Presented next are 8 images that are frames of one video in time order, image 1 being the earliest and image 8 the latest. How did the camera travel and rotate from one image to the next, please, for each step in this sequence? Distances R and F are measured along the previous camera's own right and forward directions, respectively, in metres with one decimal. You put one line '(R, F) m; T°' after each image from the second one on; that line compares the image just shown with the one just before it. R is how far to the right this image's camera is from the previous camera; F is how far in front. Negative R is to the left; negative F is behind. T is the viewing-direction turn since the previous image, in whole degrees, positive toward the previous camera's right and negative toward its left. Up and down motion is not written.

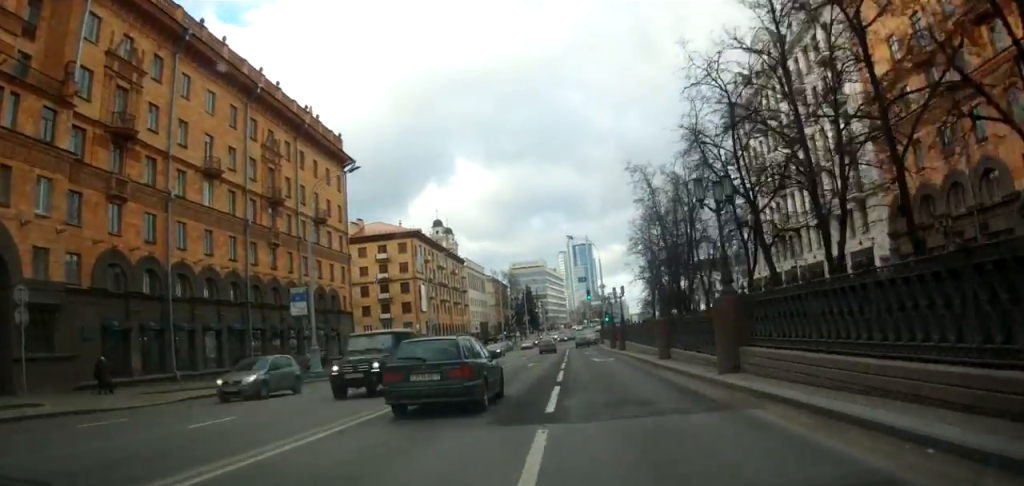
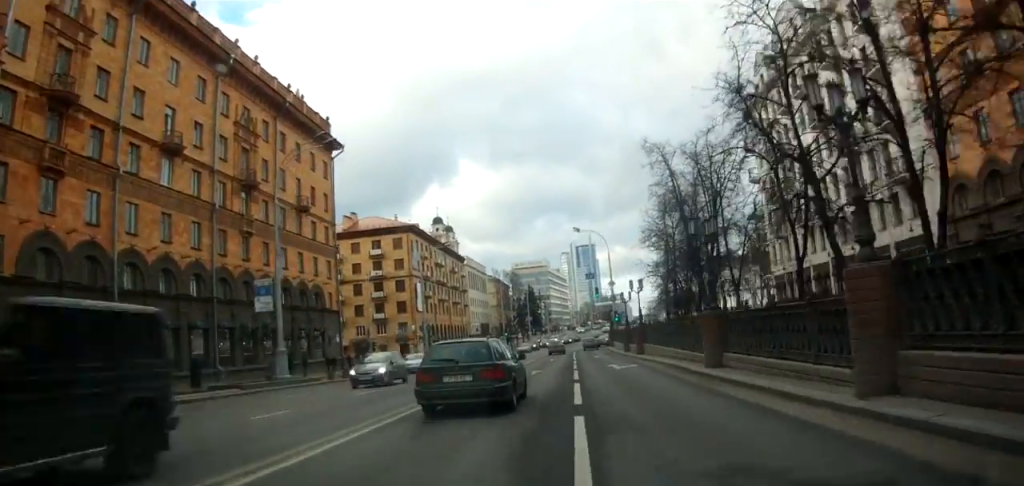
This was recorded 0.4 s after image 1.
(+0.1, +6.7) m; 0°
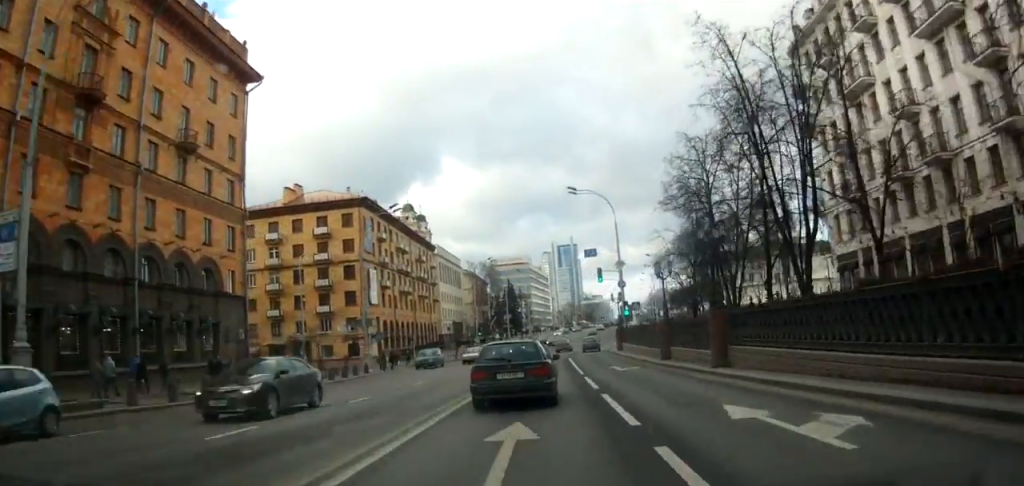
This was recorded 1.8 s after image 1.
(+0.1, +19.9) m; +1°
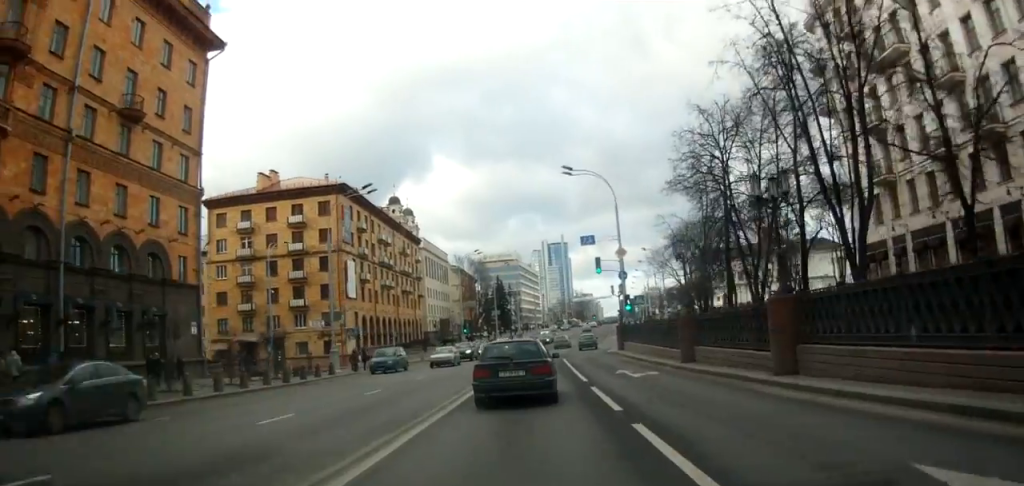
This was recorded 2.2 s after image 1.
(+0.1, +6.0) m; 0°
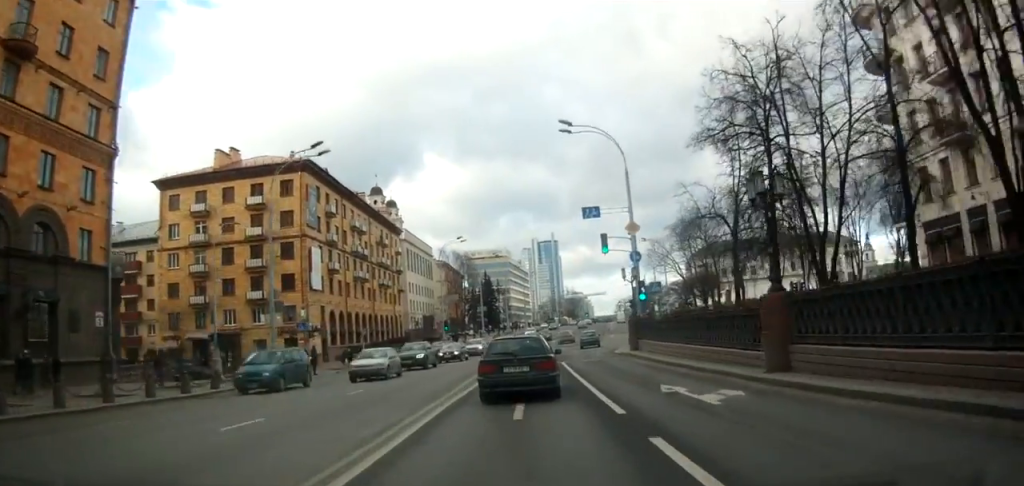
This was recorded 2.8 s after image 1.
(+0.3, +9.7) m; -1°
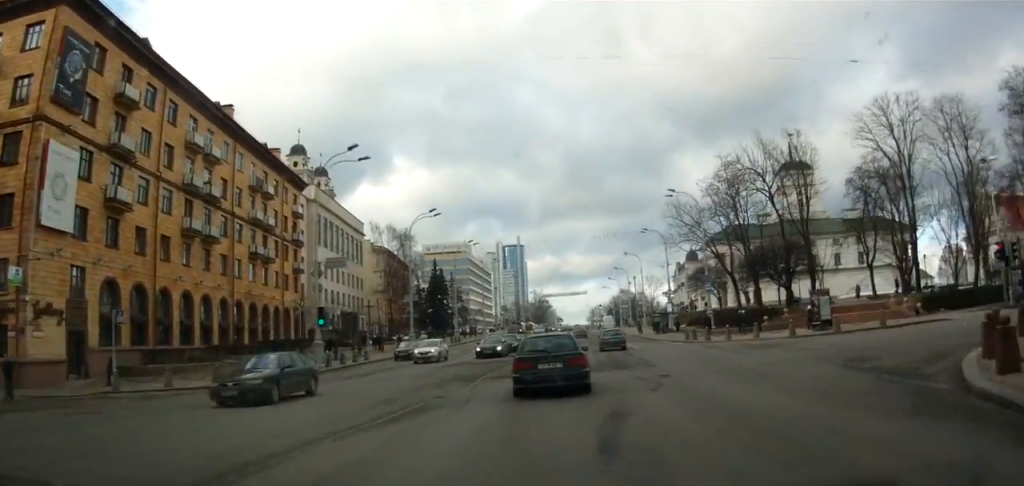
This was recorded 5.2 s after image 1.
(+0.7, +36.9) m; +2°
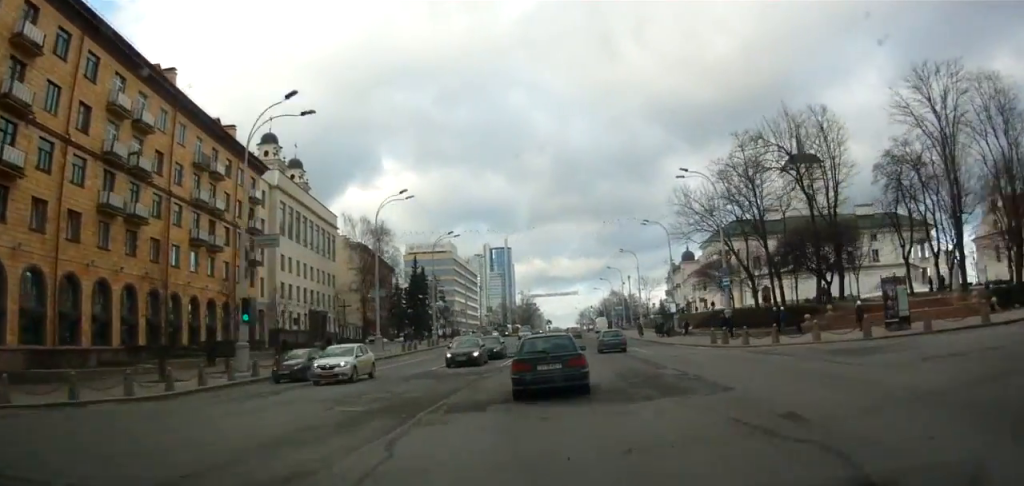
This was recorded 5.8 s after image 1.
(-0.3, +9.3) m; 0°
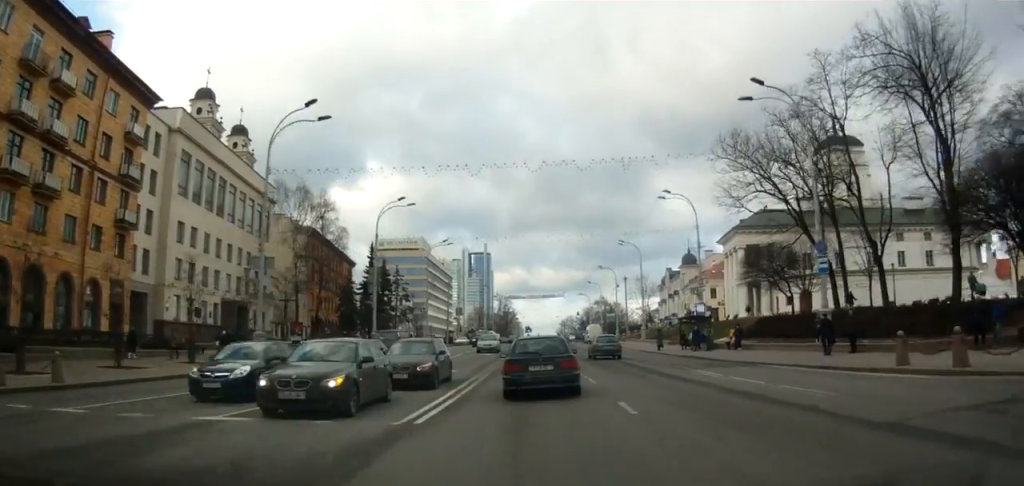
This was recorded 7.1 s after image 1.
(+0.8, +20.4) m; +3°
